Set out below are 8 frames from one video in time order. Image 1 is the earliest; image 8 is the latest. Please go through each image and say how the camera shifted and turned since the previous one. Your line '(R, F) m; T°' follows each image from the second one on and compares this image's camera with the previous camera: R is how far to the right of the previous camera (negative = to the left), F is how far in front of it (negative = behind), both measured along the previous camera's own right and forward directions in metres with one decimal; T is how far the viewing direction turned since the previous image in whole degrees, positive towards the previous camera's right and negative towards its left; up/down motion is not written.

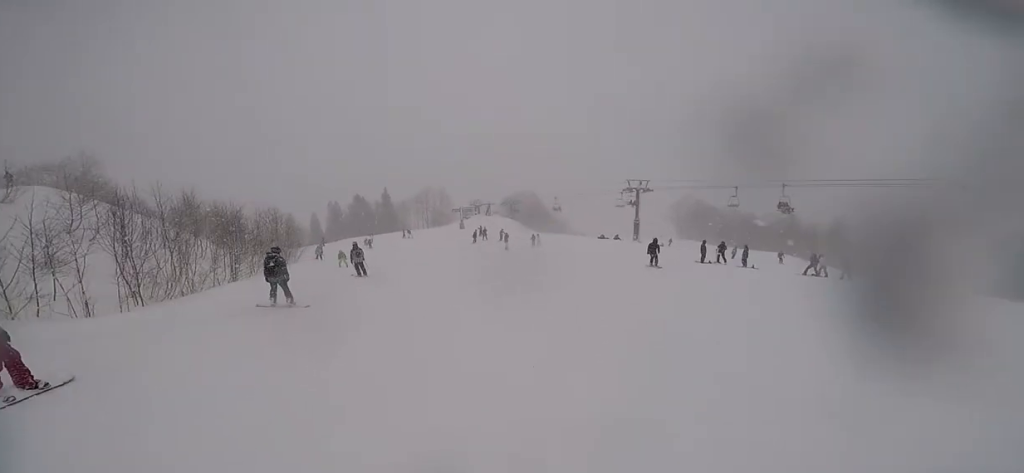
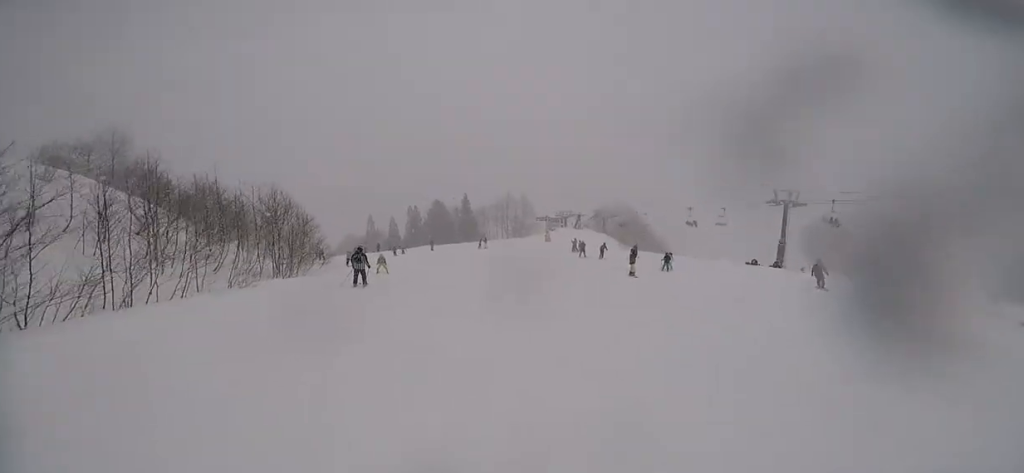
(-0.5, +11.2) m; -6°
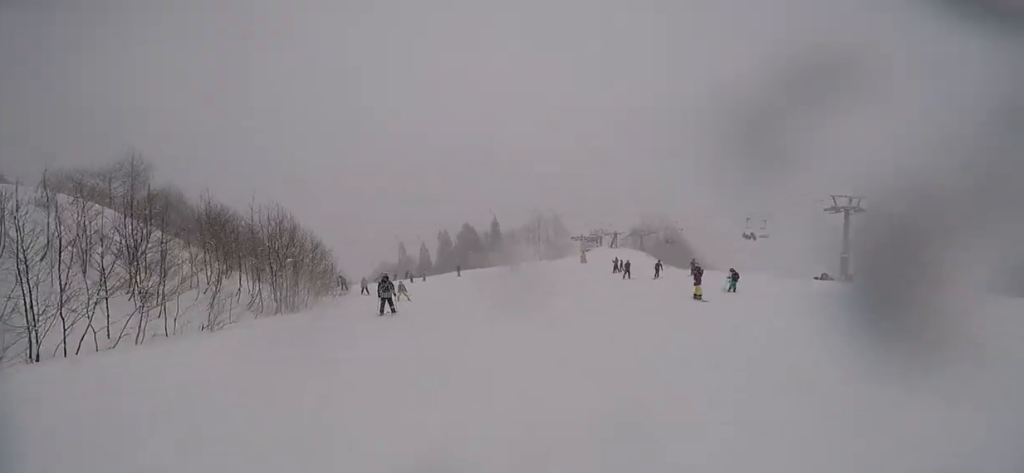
(-0.1, +3.0) m; -2°
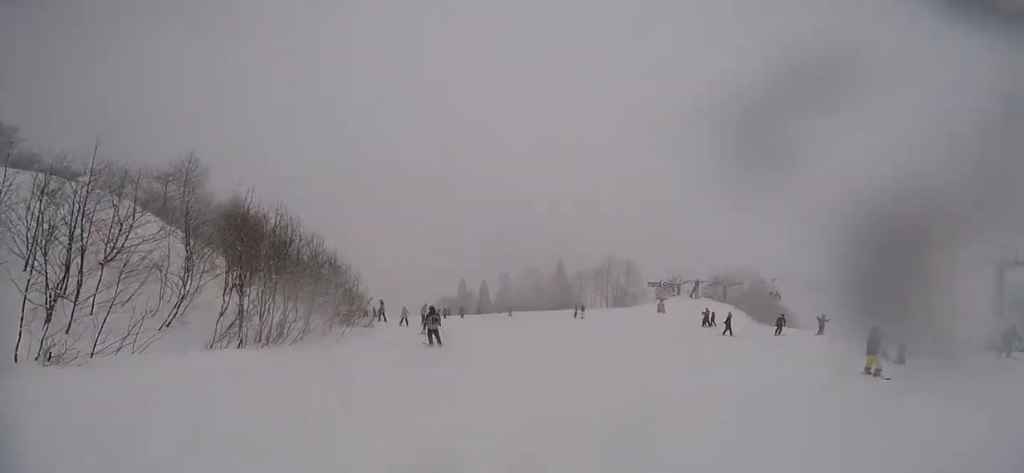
(-0.1, +5.0) m; -4°
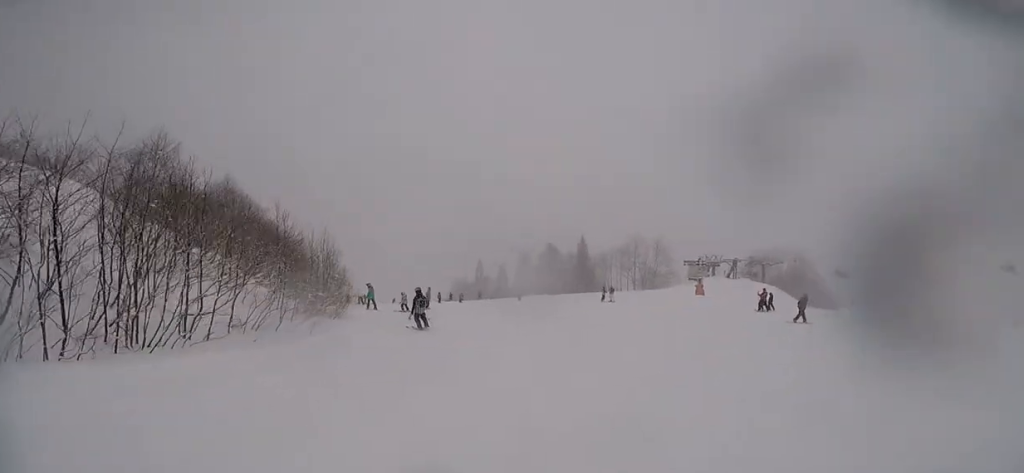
(-0.2, +4.4) m; -6°
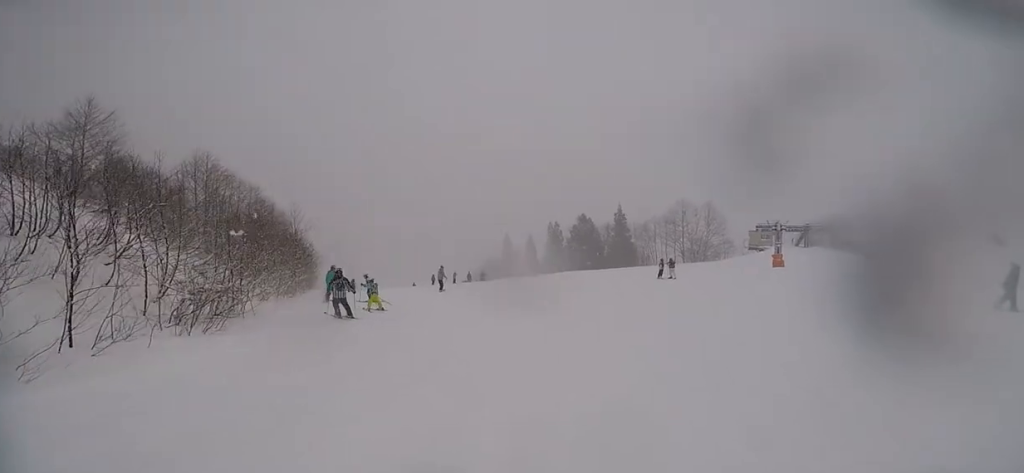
(-0.7, +6.9) m; -10°
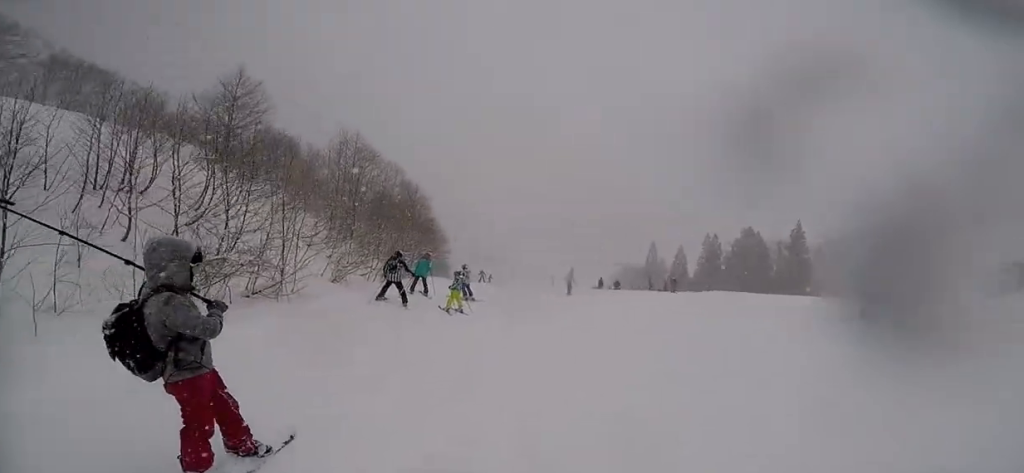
(-0.2, +3.9) m; -5°
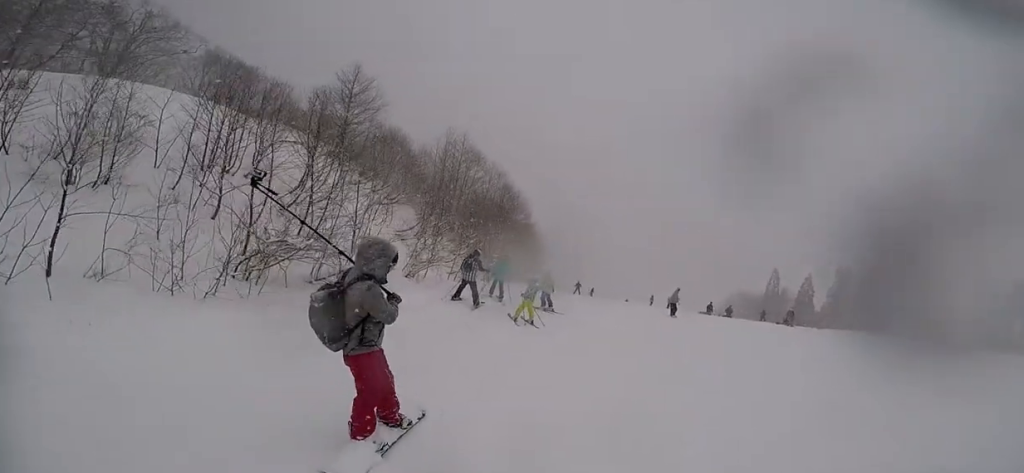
(0.0, +1.4) m; -2°
